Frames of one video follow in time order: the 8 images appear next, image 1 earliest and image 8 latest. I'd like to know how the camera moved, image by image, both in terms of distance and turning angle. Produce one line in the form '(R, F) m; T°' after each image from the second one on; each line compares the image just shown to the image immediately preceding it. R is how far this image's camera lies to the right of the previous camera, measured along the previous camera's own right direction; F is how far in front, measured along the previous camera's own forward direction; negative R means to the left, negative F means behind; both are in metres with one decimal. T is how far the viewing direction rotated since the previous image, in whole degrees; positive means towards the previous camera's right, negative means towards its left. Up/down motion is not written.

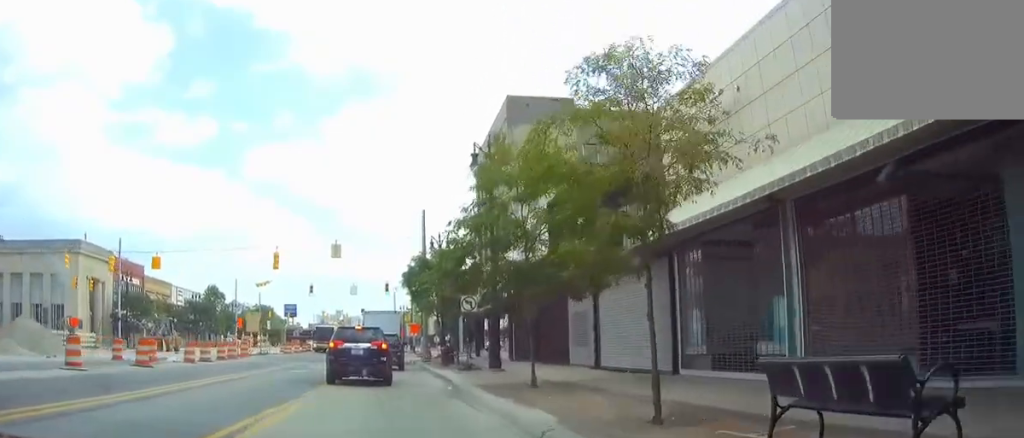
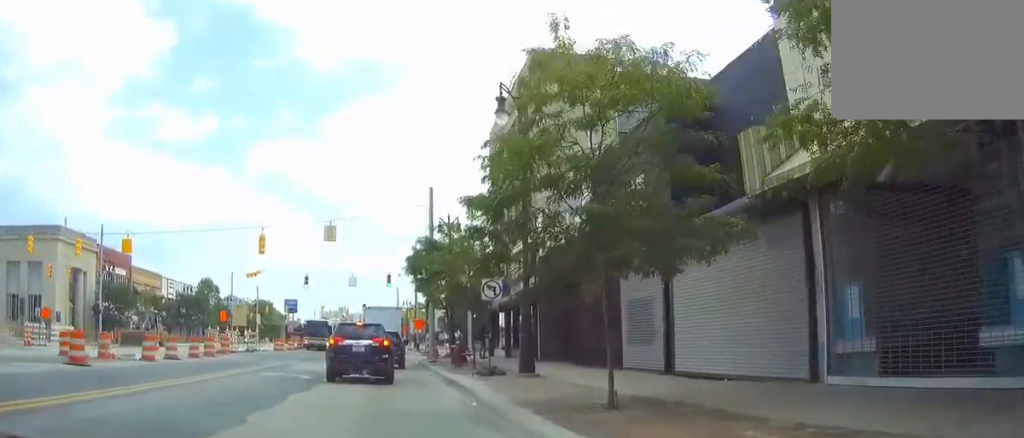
(-0.2, +6.2) m; -2°
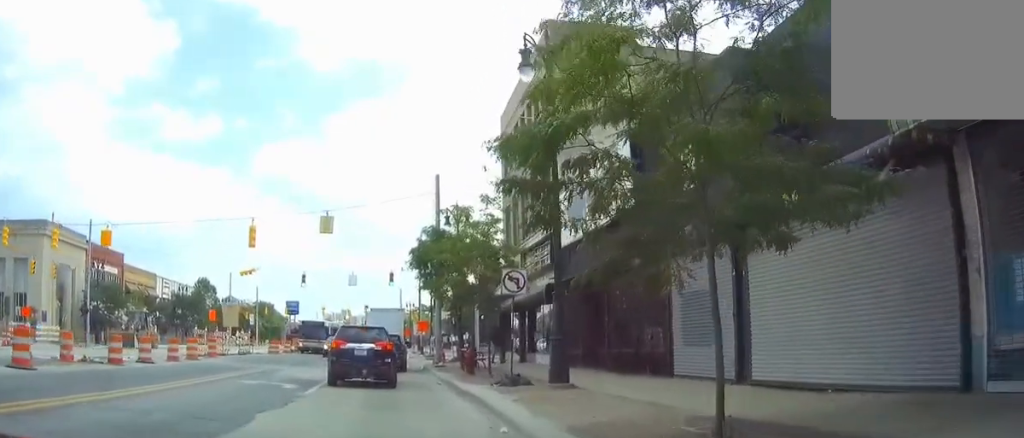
(-0.1, +3.8) m; -1°
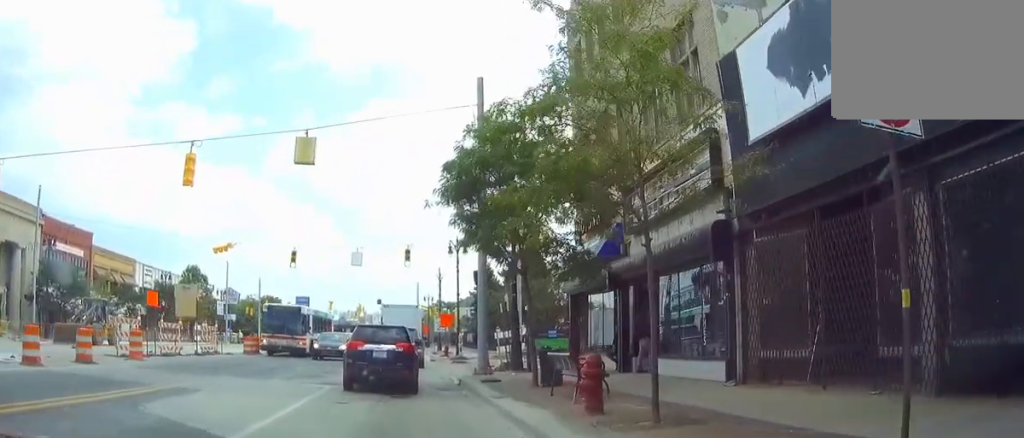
(-0.1, +13.9) m; -2°
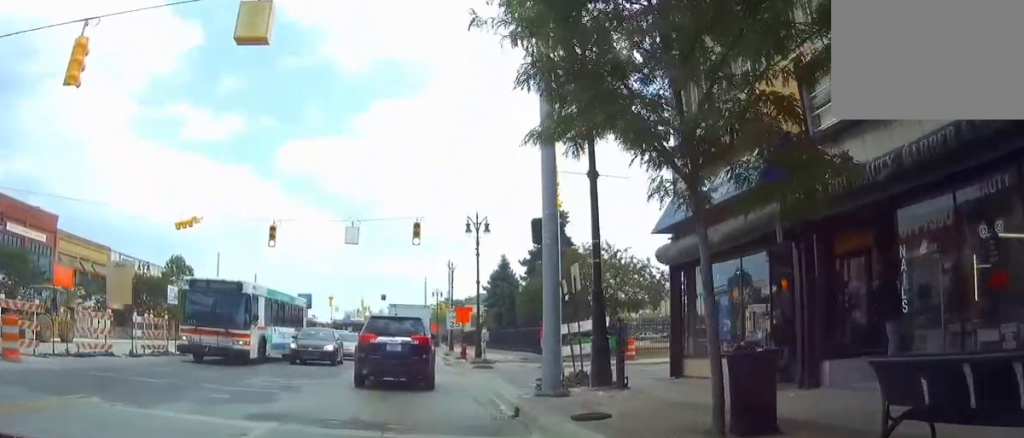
(-0.3, +9.5) m; -1°
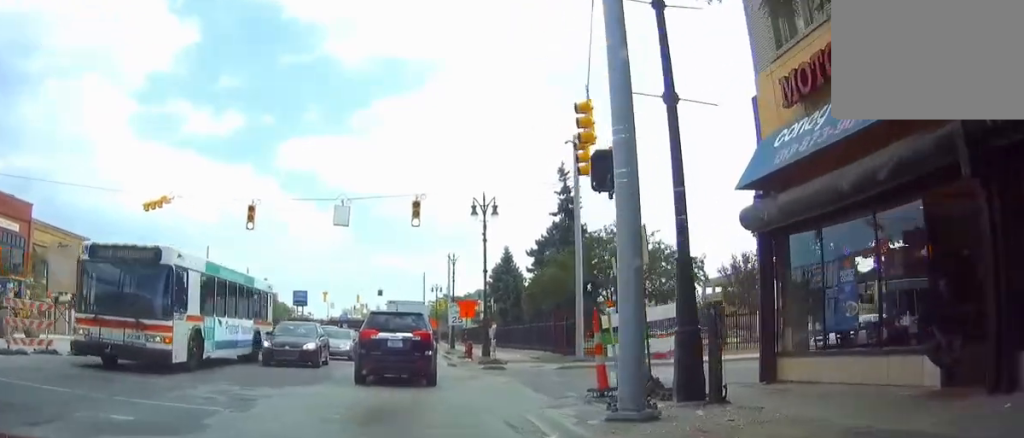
(0.0, +4.4) m; +2°
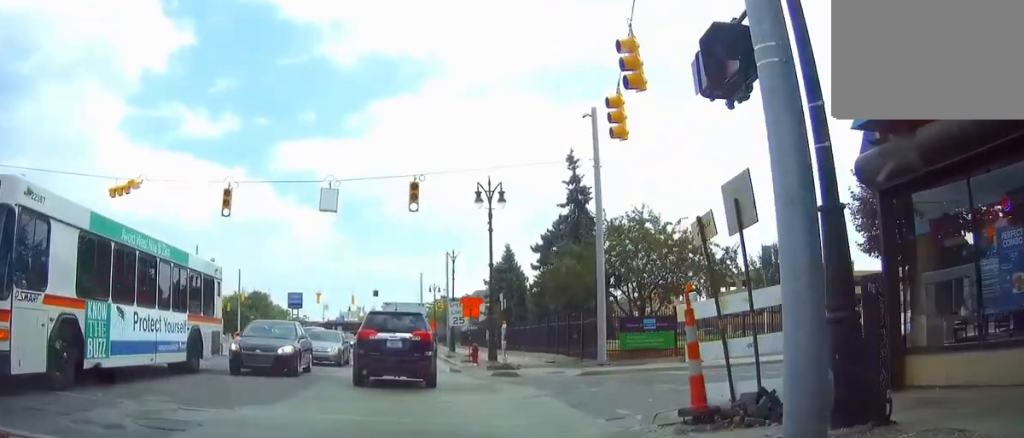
(+0.1, +3.8) m; +2°
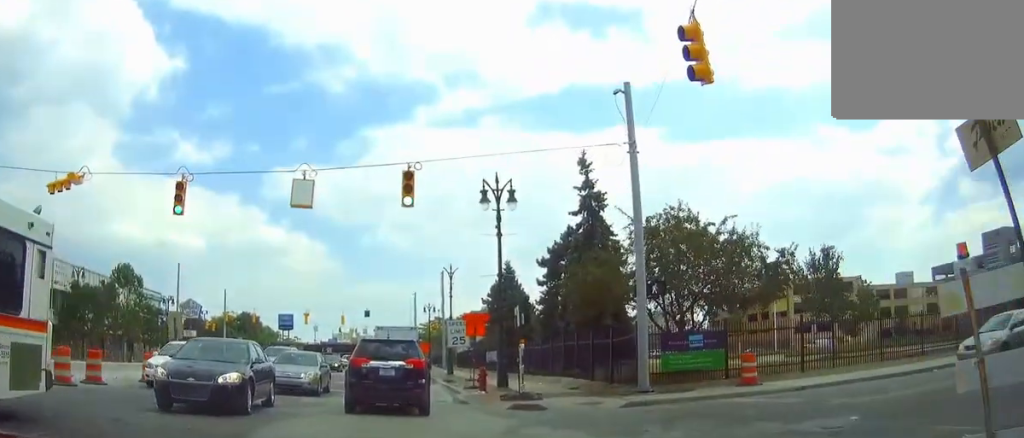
(+0.1, +5.4) m; +2°
